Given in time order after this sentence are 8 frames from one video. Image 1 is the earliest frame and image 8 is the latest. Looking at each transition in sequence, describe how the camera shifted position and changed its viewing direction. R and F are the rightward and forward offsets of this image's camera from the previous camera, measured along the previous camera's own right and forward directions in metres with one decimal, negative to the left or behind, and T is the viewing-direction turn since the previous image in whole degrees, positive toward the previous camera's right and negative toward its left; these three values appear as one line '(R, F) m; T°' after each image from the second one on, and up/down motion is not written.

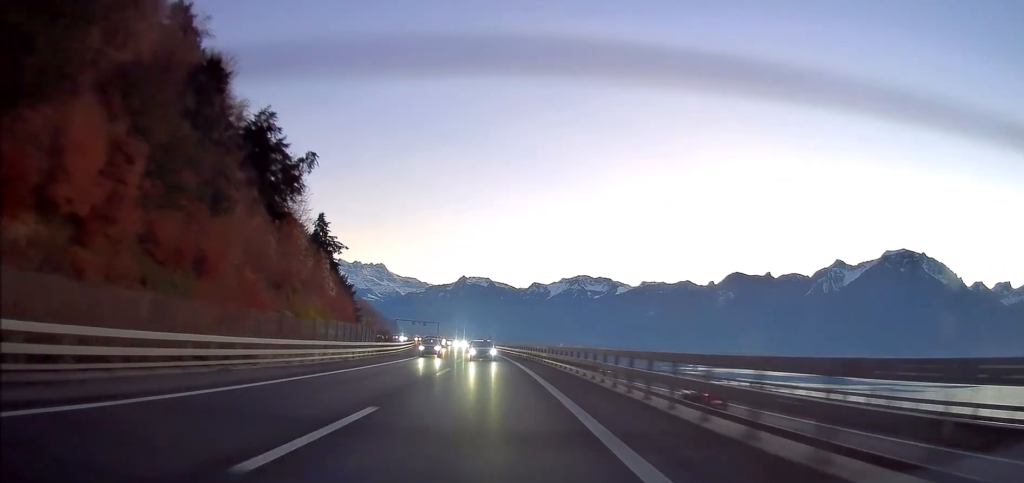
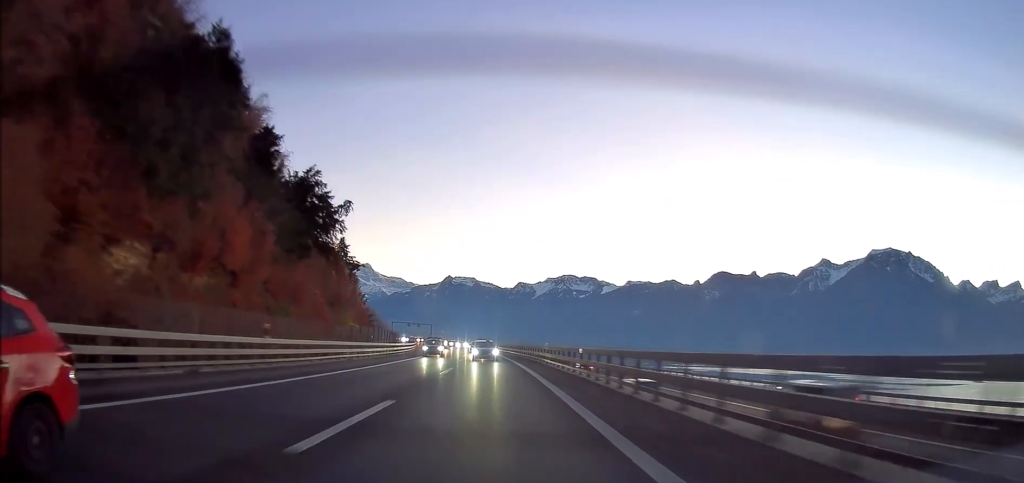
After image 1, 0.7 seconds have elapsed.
(+0.3, +19.5) m; +1°
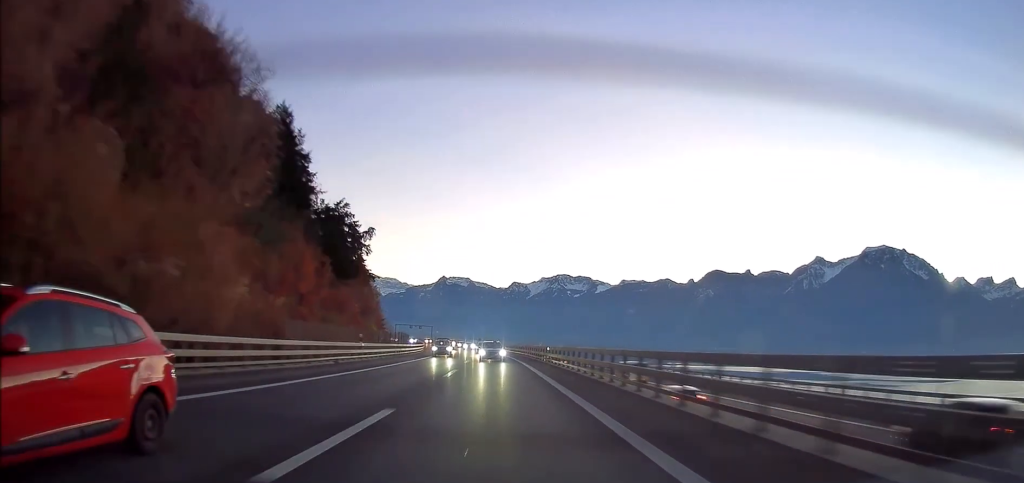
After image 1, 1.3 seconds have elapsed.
(0.0, +16.8) m; +1°
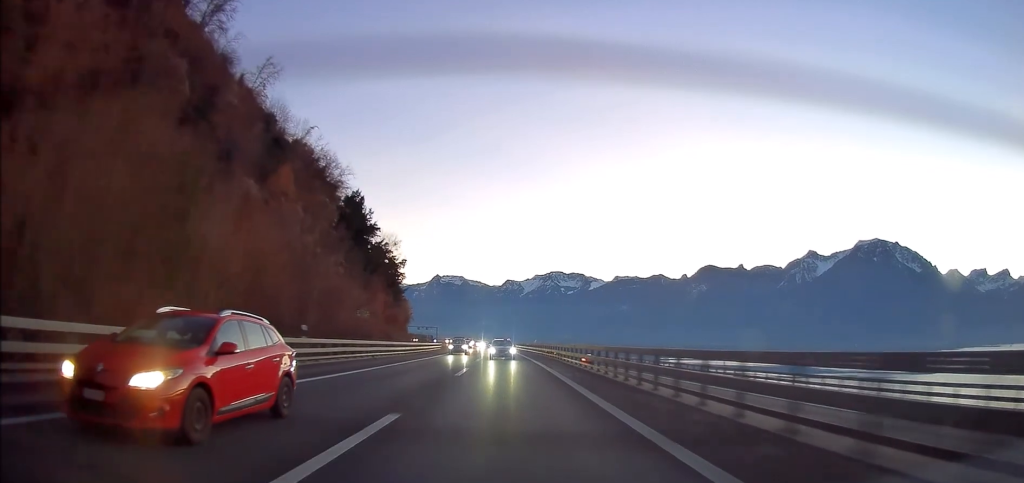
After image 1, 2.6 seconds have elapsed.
(+0.6, +35.6) m; +1°
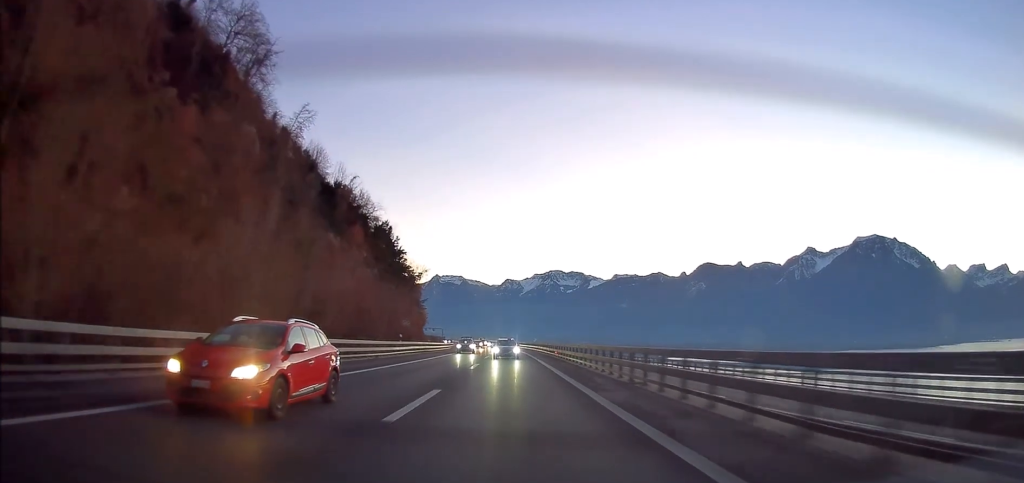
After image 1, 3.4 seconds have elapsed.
(0.0, +23.6) m; 0°
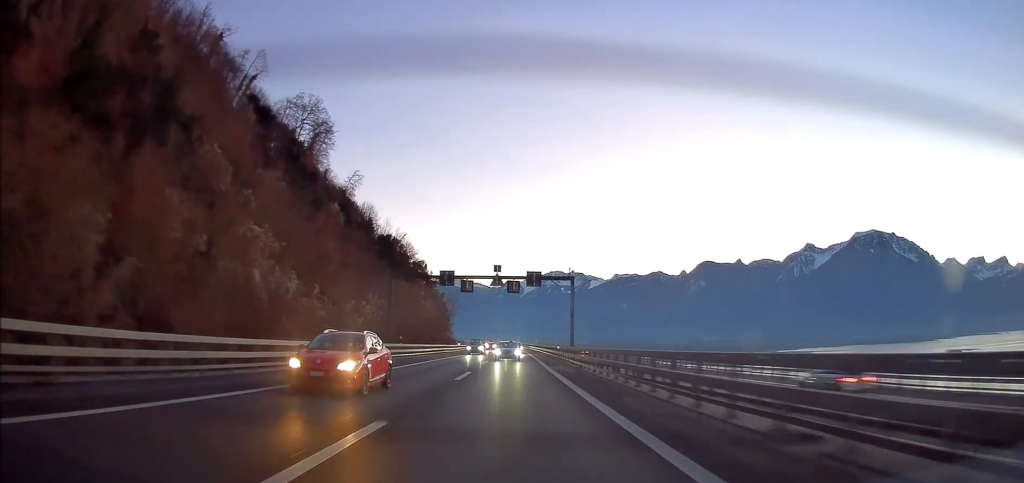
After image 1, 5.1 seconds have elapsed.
(0.0, +48.6) m; 0°
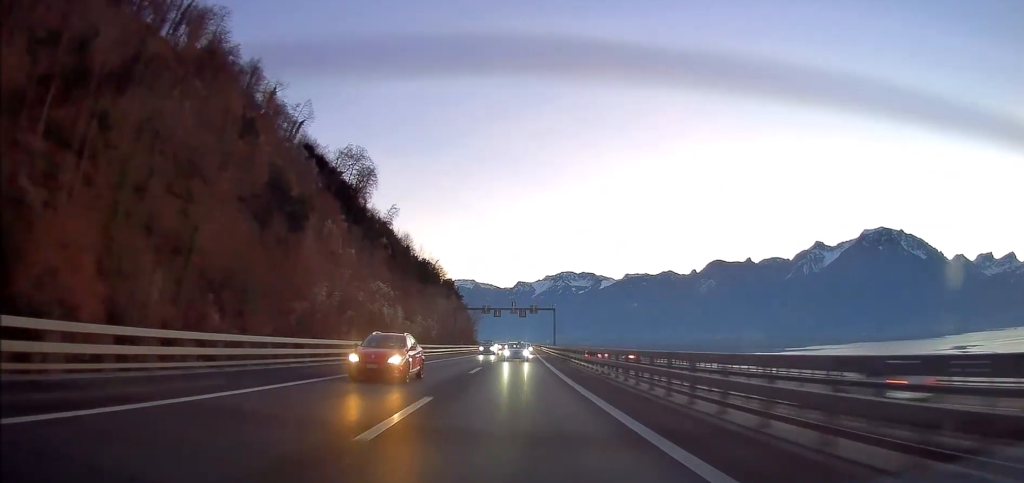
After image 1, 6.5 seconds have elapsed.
(0.0, +41.2) m; -1°
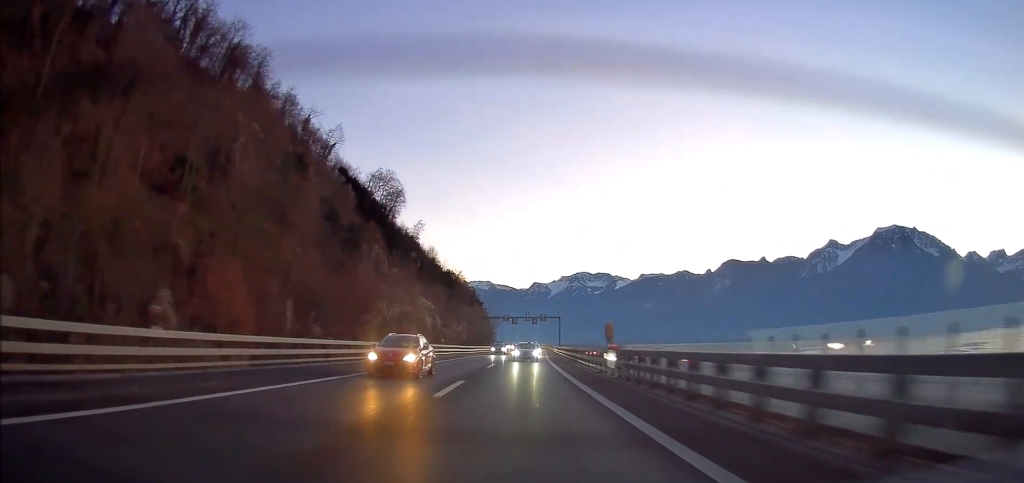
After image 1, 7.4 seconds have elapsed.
(-0.1, +24.9) m; -1°
